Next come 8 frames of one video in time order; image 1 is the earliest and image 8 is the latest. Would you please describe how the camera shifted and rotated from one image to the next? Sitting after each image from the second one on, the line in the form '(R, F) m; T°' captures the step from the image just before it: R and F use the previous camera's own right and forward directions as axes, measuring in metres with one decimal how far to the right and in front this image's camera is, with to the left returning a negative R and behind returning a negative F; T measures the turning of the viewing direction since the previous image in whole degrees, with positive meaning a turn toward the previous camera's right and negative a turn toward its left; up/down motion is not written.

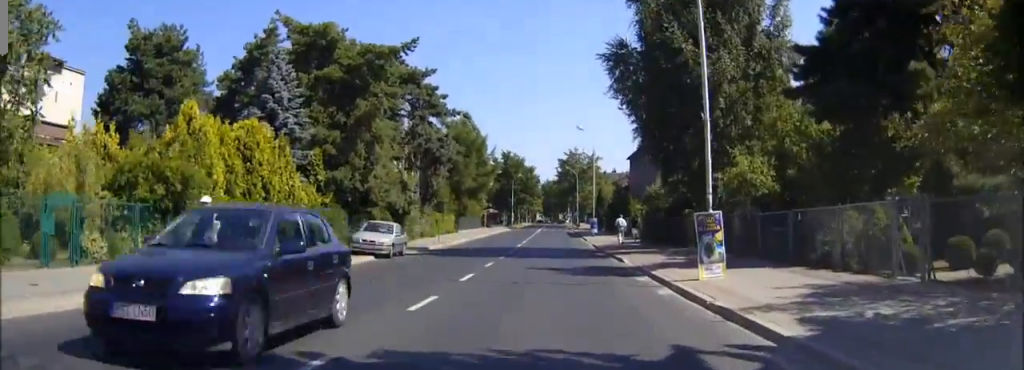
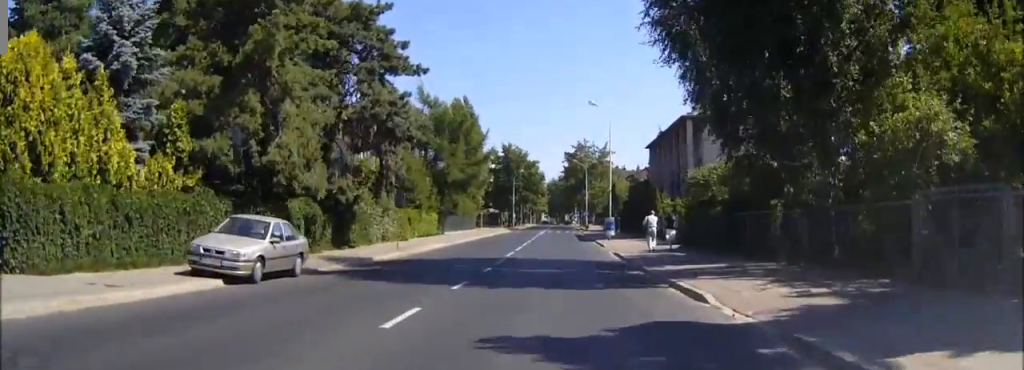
(0.0, +13.9) m; 0°
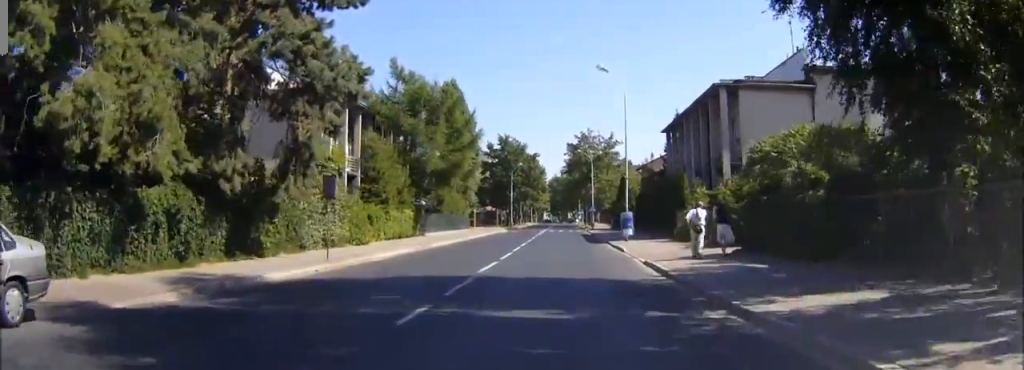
(0.0, +10.8) m; 0°
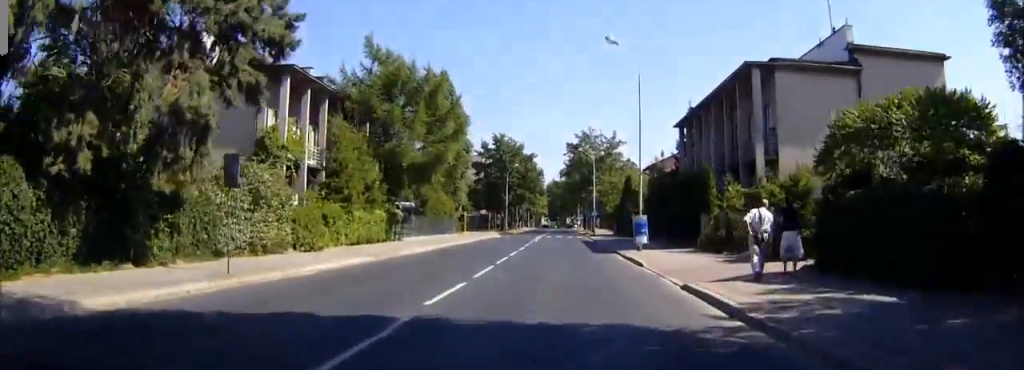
(0.0, +7.4) m; 0°
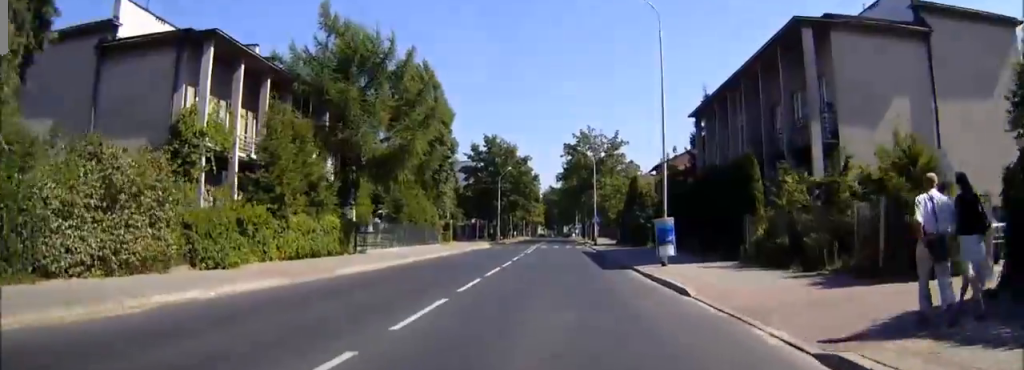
(0.0, +8.3) m; 0°
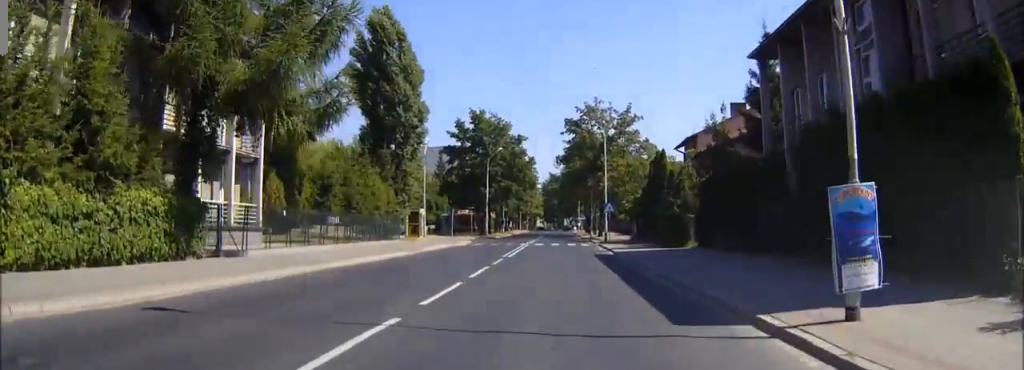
(0.0, +15.9) m; 0°
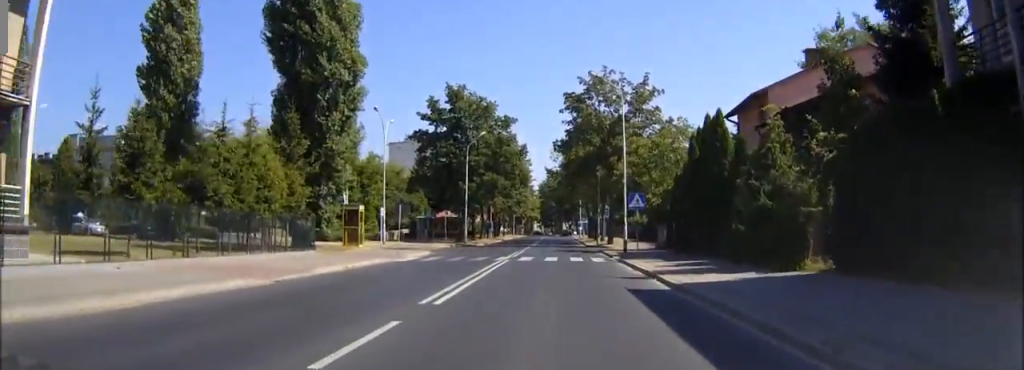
(+0.1, +17.0) m; 0°
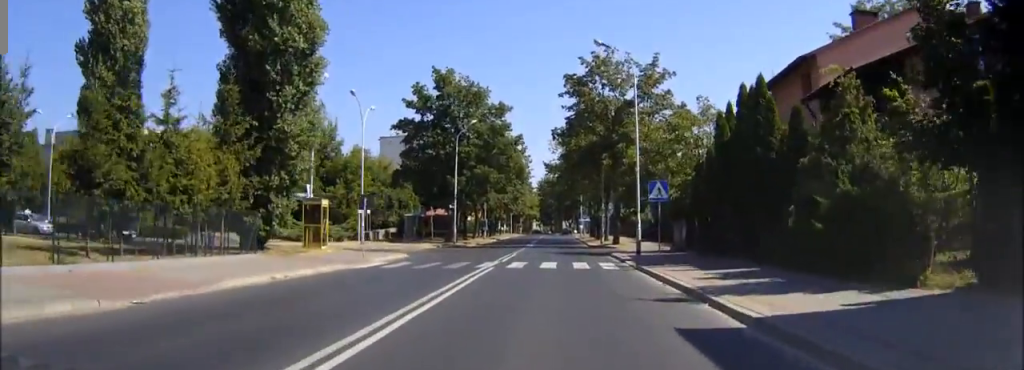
(0.0, +6.4) m; 0°
